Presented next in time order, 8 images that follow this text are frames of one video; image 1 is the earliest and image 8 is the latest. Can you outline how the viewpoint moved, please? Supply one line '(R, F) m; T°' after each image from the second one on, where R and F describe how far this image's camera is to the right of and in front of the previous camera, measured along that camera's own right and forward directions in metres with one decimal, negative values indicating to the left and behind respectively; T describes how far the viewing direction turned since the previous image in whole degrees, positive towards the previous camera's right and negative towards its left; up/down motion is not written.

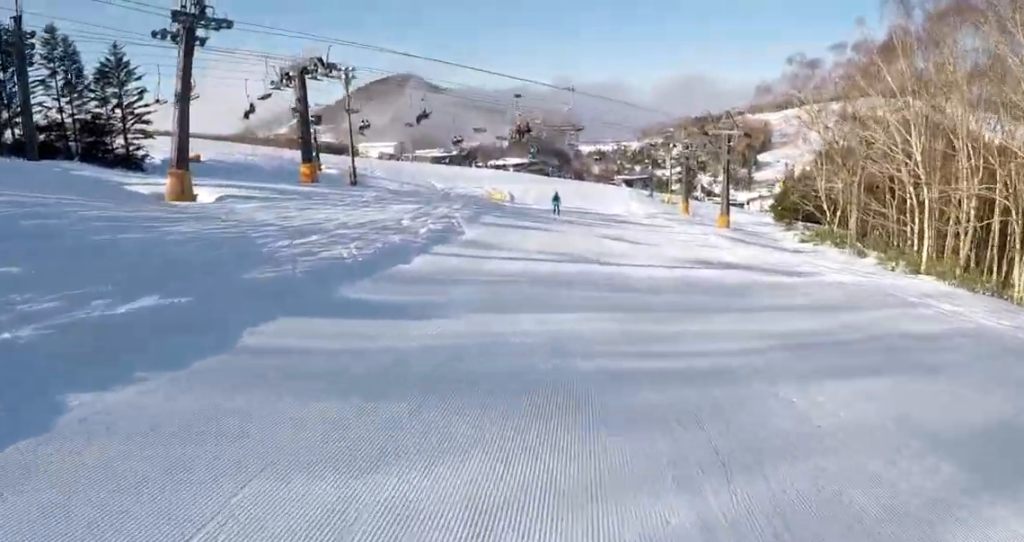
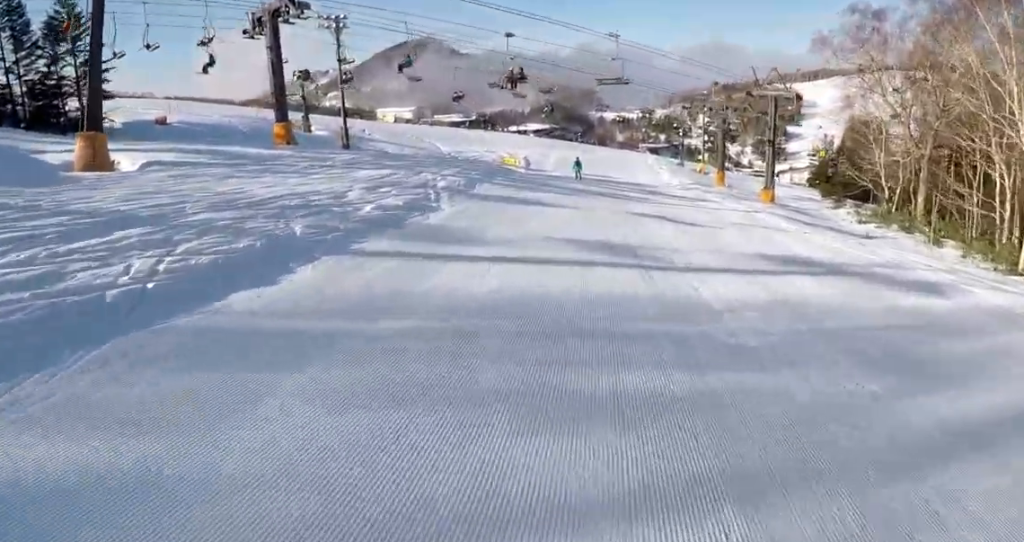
(+0.7, +7.3) m; 0°
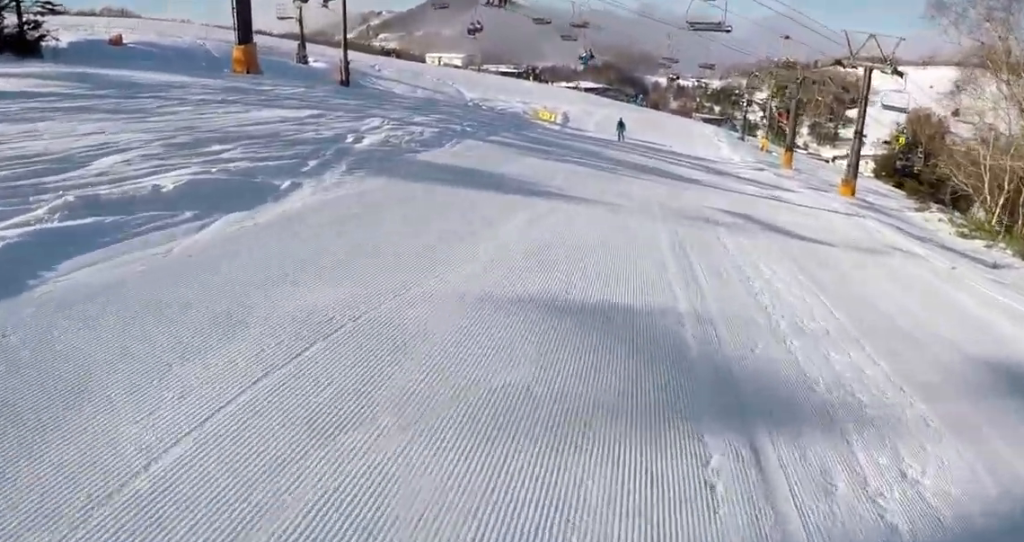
(-0.5, +9.3) m; -4°
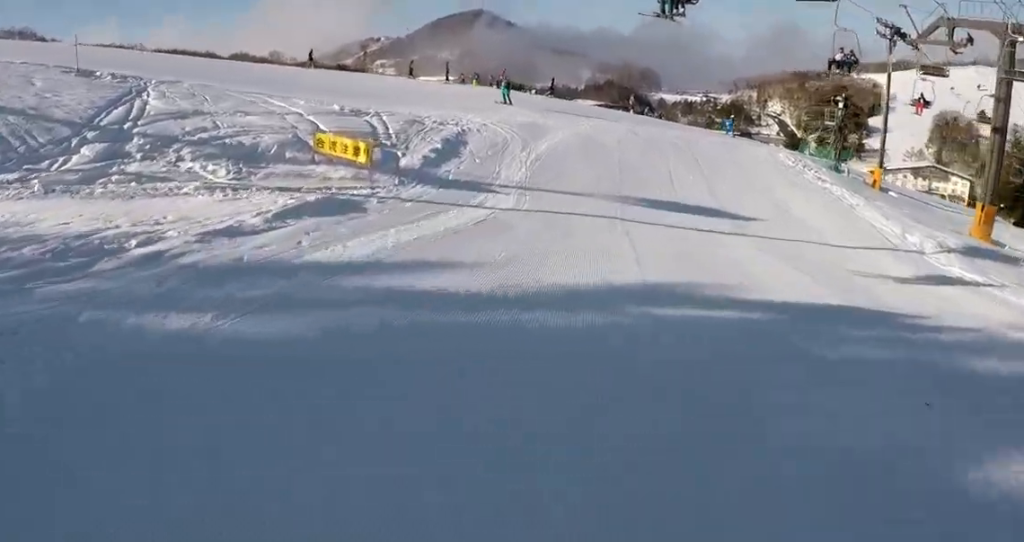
(-2.4, +36.3) m; -4°
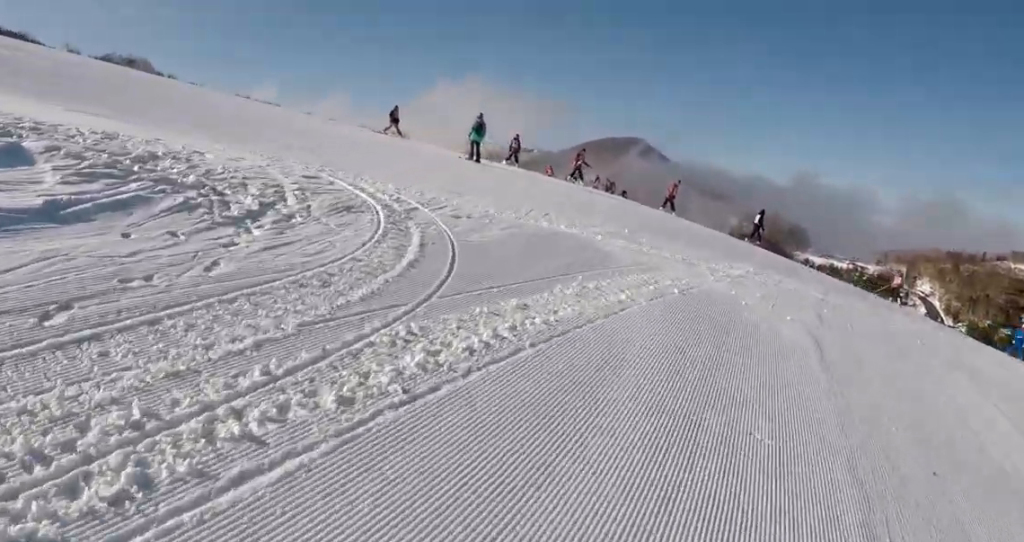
(-1.1, +16.4) m; -16°
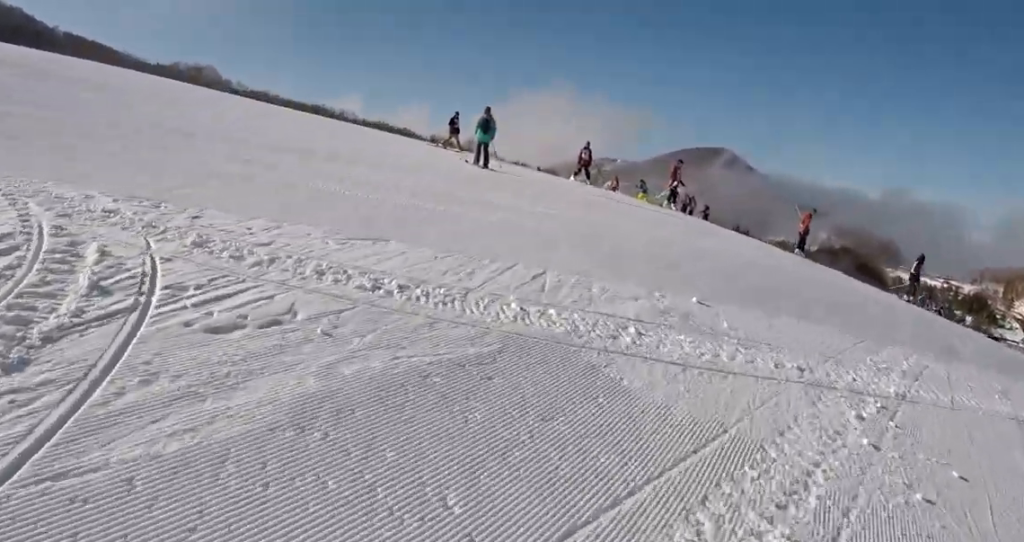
(-0.7, +4.5) m; -8°
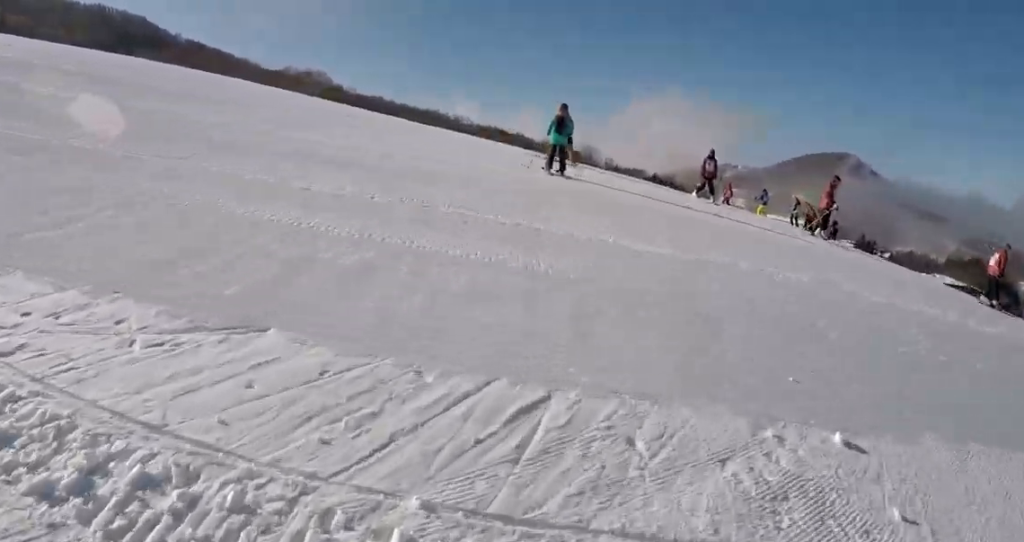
(-0.1, +2.8) m; -3°
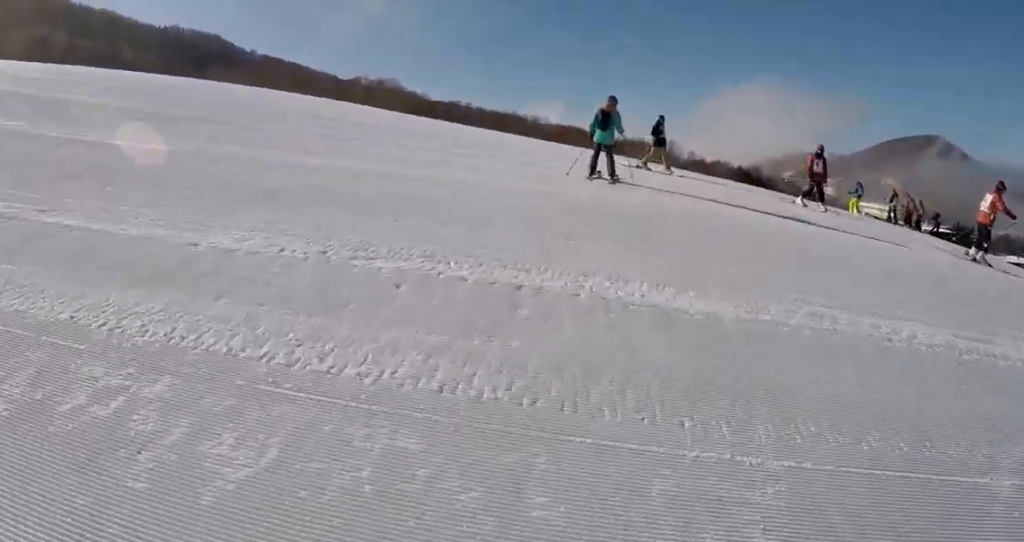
(-0.2, +2.3) m; +3°
